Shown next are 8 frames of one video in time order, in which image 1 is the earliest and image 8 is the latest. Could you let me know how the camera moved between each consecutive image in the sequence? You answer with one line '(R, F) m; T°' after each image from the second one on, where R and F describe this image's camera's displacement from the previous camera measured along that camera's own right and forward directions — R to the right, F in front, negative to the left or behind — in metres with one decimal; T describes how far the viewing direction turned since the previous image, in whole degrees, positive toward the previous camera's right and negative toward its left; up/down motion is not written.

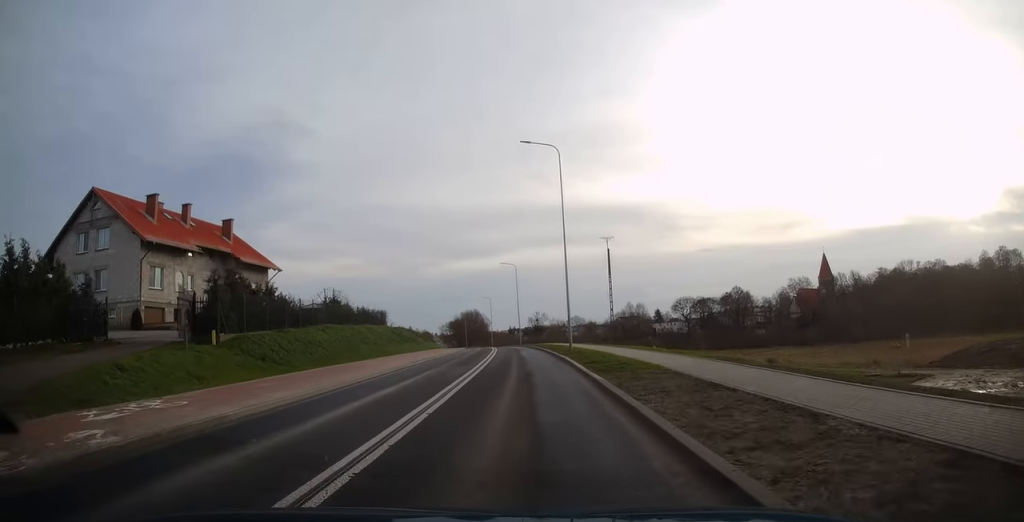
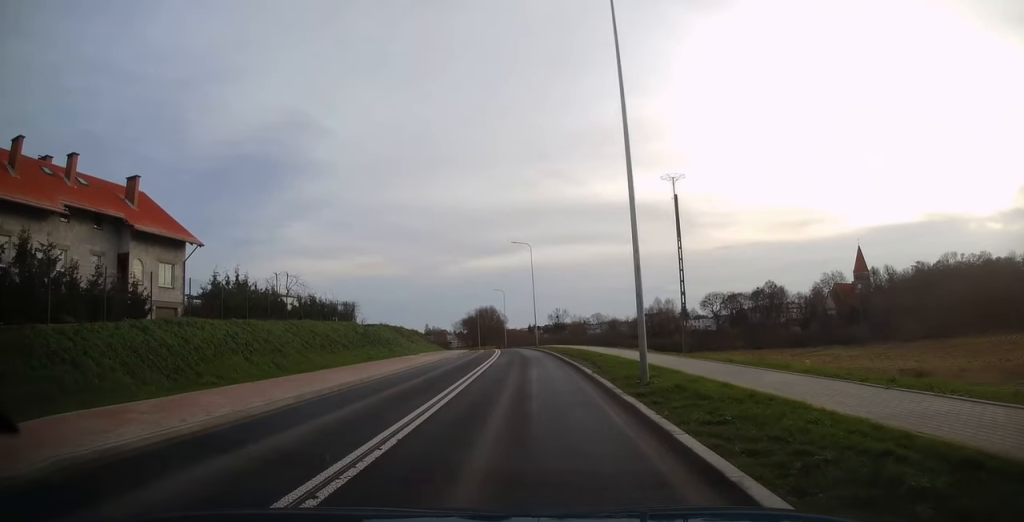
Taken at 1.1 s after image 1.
(+0.1, +18.1) m; -1°
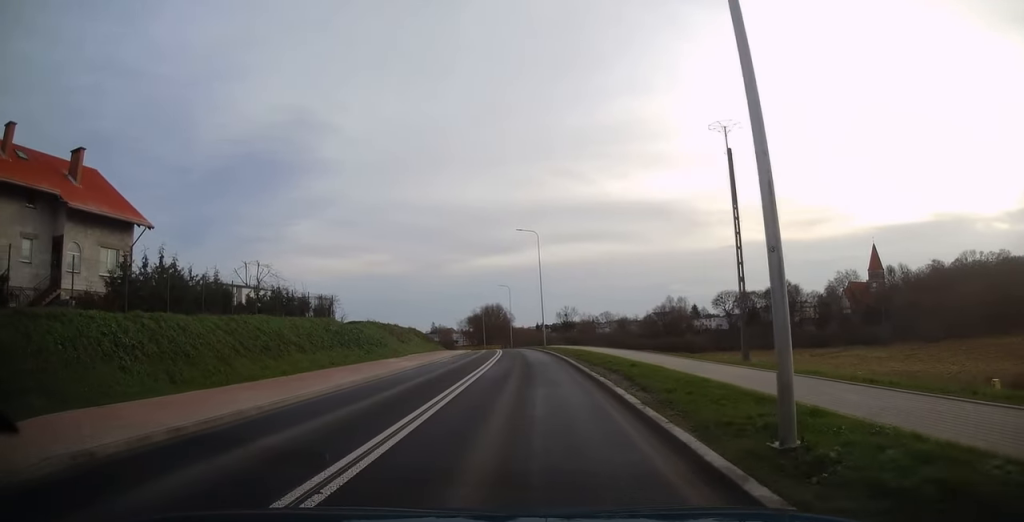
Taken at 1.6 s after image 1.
(-0.1, +7.3) m; -1°
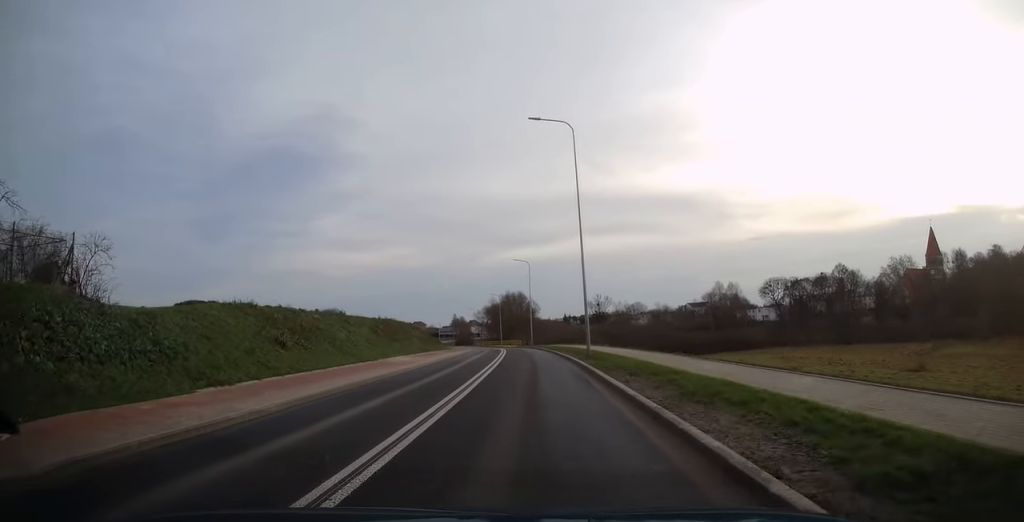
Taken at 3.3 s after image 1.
(-0.8, +28.9) m; -4°
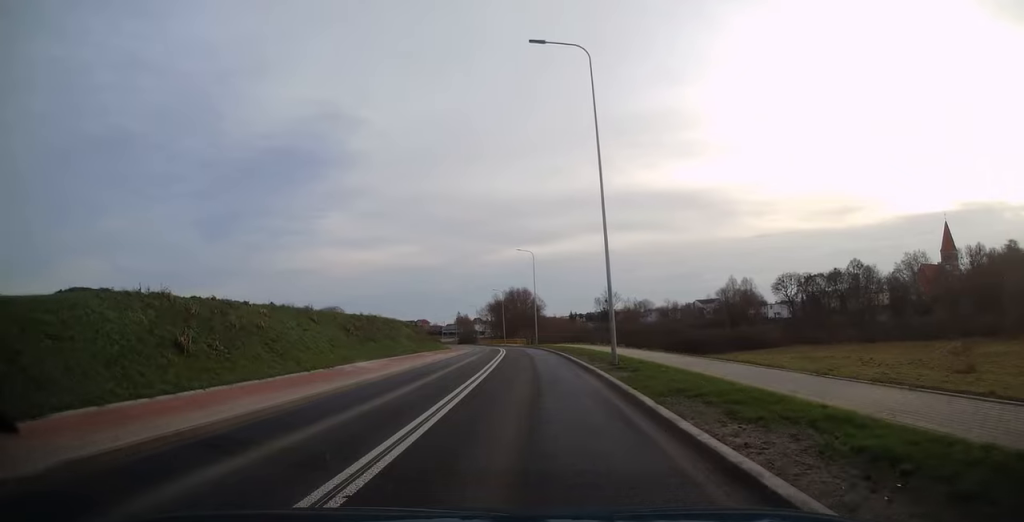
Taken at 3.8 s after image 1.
(-0.1, +7.8) m; -1°
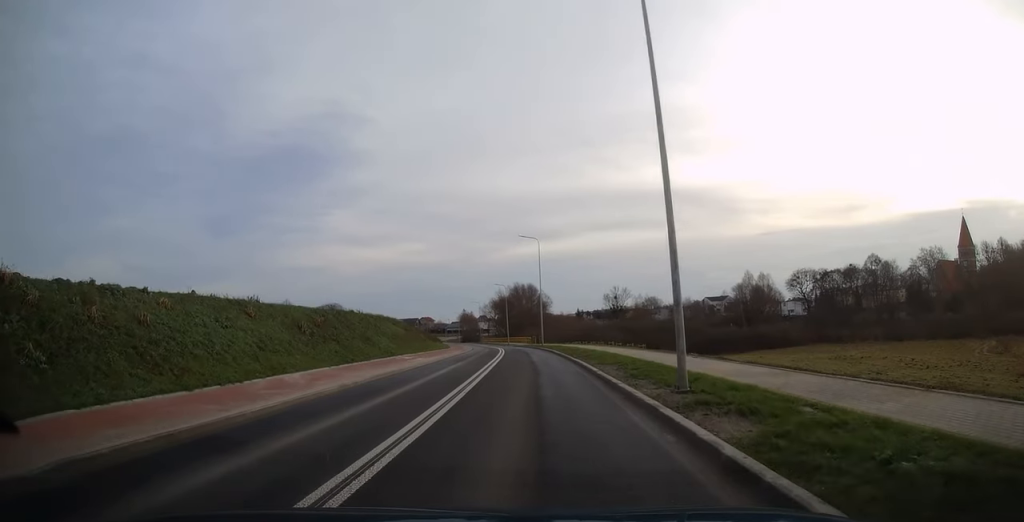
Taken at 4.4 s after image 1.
(-0.2, +8.7) m; 0°
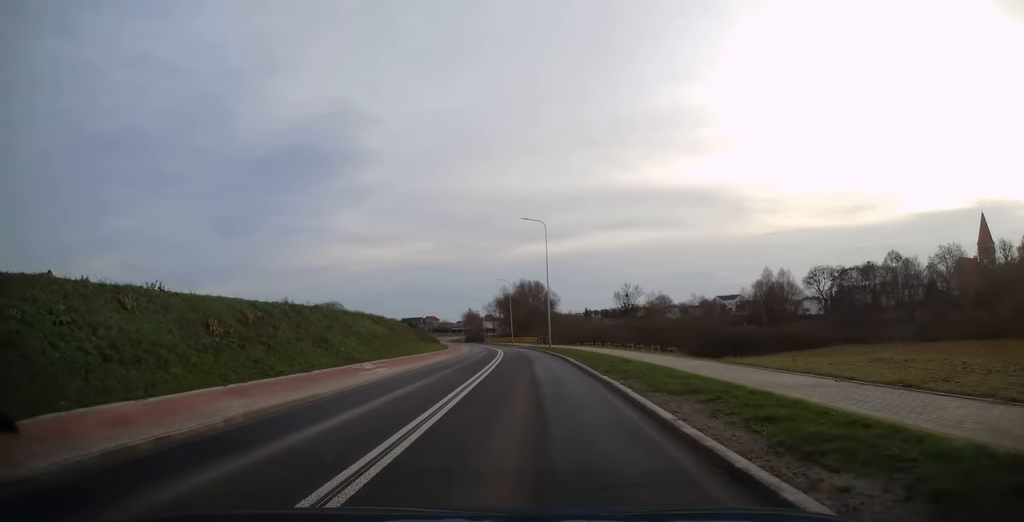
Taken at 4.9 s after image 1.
(-0.1, +9.3) m; 0°
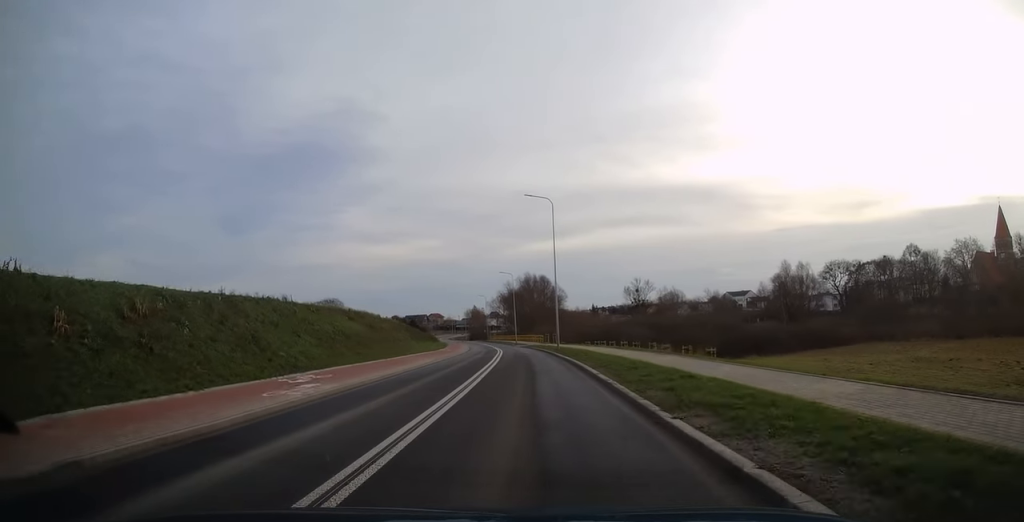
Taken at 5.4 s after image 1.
(+0.2, +8.2) m; 0°
